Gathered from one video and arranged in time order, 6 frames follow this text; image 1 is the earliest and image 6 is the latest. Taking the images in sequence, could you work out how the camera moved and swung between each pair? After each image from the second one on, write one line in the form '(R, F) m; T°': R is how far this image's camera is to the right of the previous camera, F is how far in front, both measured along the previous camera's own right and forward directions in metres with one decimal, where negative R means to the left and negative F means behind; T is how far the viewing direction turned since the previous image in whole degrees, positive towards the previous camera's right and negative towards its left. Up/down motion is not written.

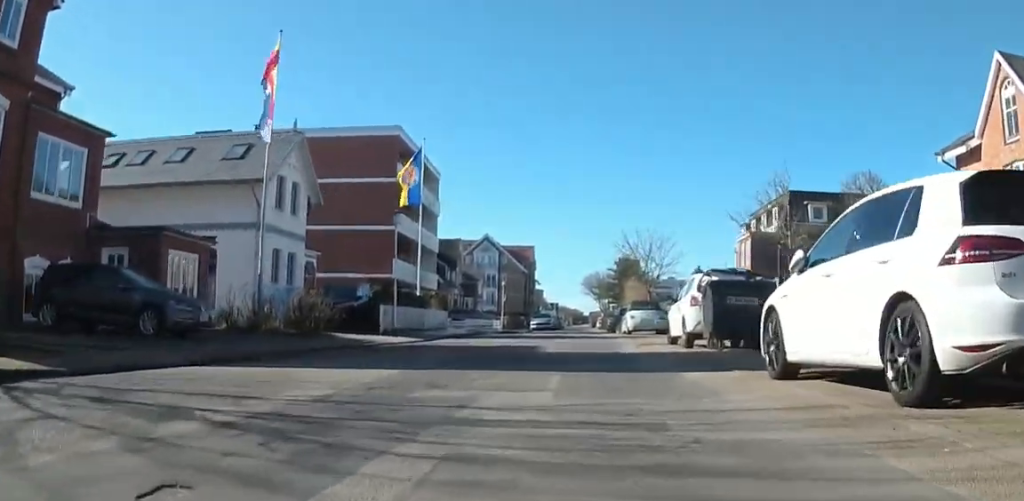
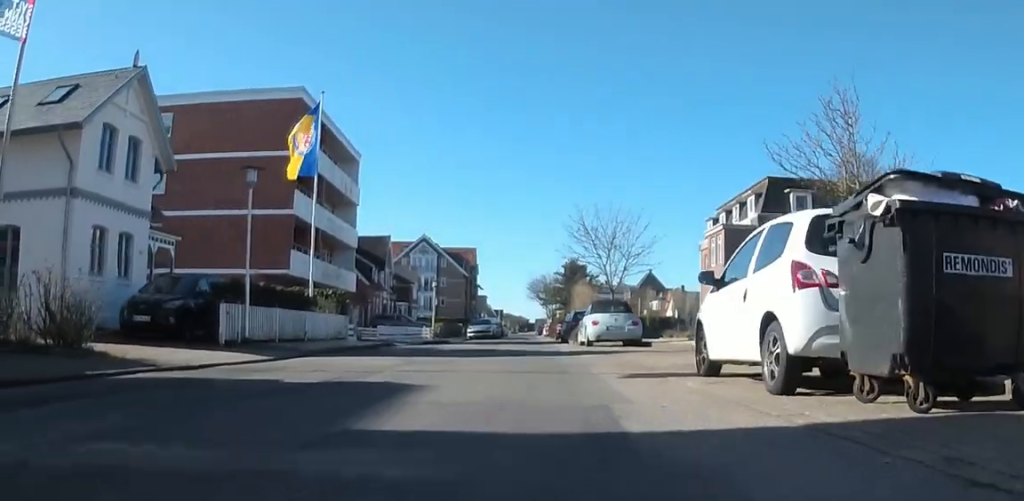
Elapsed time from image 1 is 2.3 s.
(0.0, +8.6) m; 0°
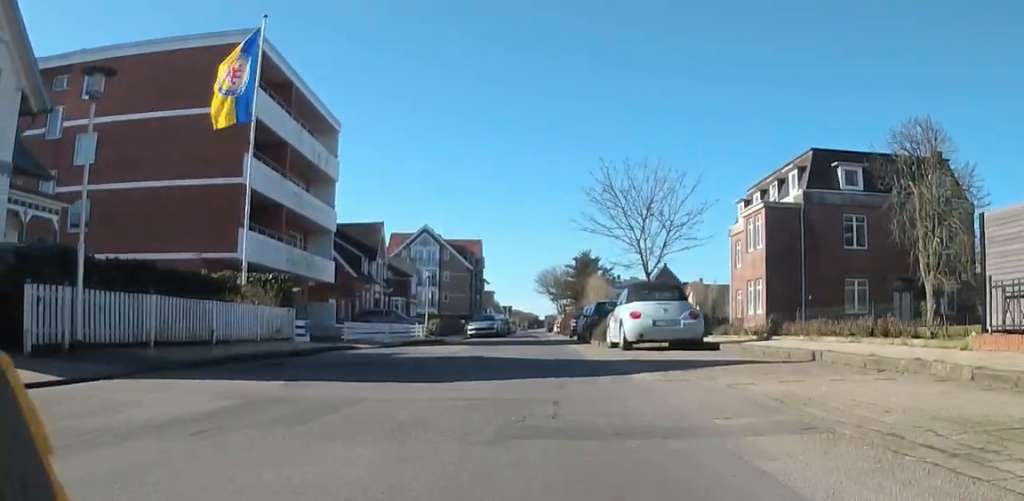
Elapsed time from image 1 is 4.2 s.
(0.0, +7.3) m; 0°
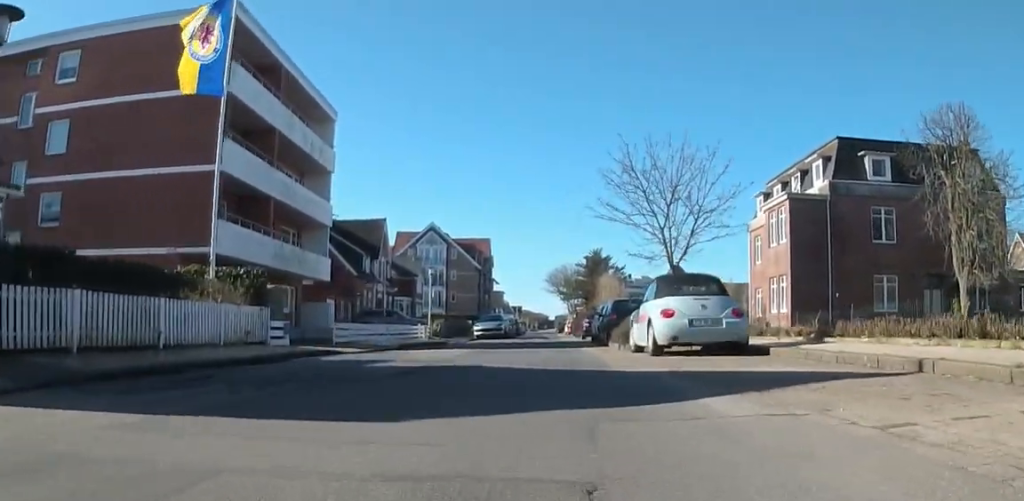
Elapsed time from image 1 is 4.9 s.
(0.0, +2.7) m; 0°
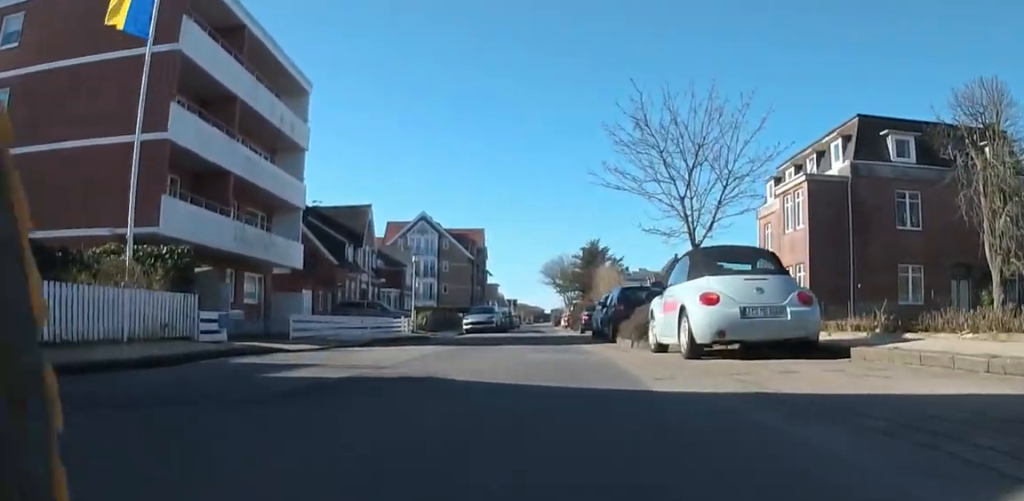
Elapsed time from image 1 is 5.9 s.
(0.0, +3.7) m; 0°
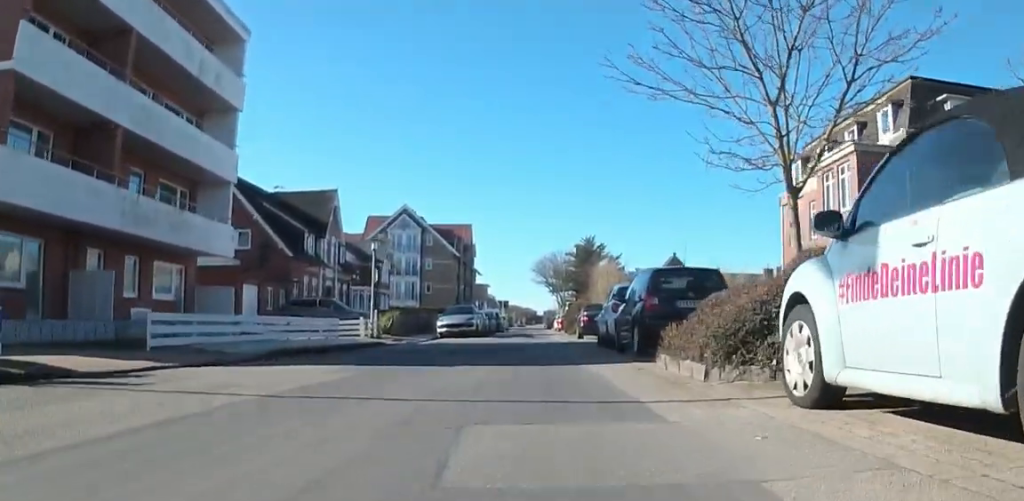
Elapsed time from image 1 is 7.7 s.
(0.0, +7.4) m; 0°
